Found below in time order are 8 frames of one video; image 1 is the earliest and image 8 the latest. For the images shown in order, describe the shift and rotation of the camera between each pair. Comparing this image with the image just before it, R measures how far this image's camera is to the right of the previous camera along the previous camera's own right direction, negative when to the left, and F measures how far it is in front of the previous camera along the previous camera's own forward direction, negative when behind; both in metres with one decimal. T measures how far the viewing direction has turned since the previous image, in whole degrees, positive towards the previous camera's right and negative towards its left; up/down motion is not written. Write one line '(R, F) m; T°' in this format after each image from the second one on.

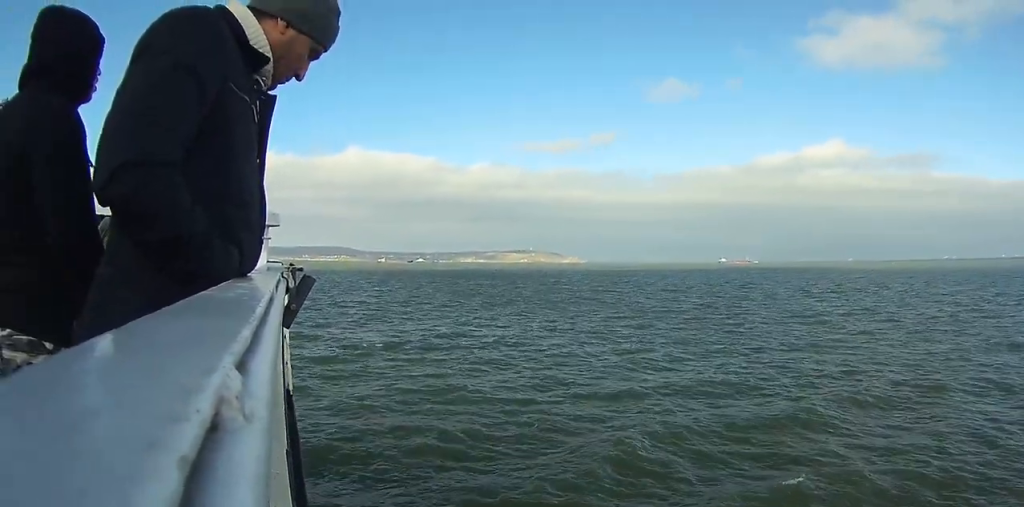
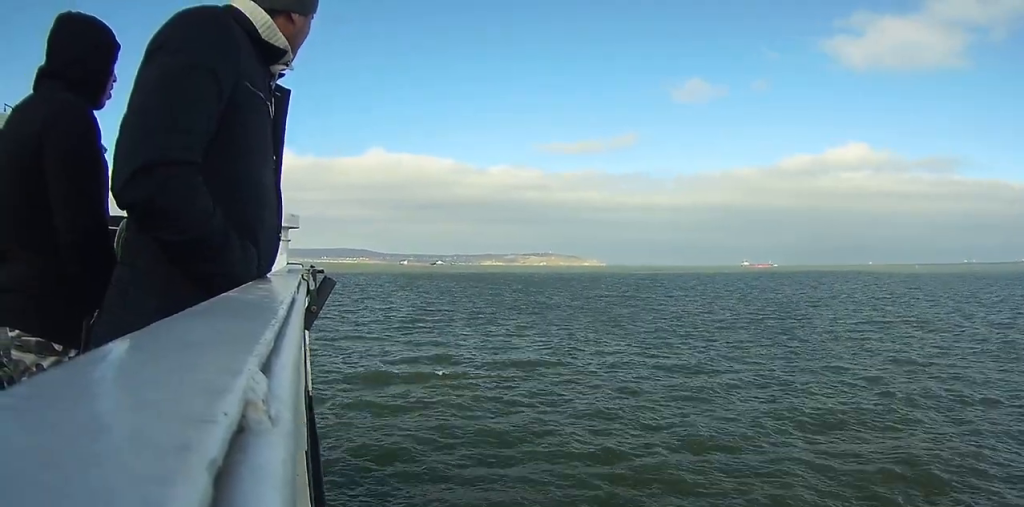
(+0.1, +8.1) m; +3°
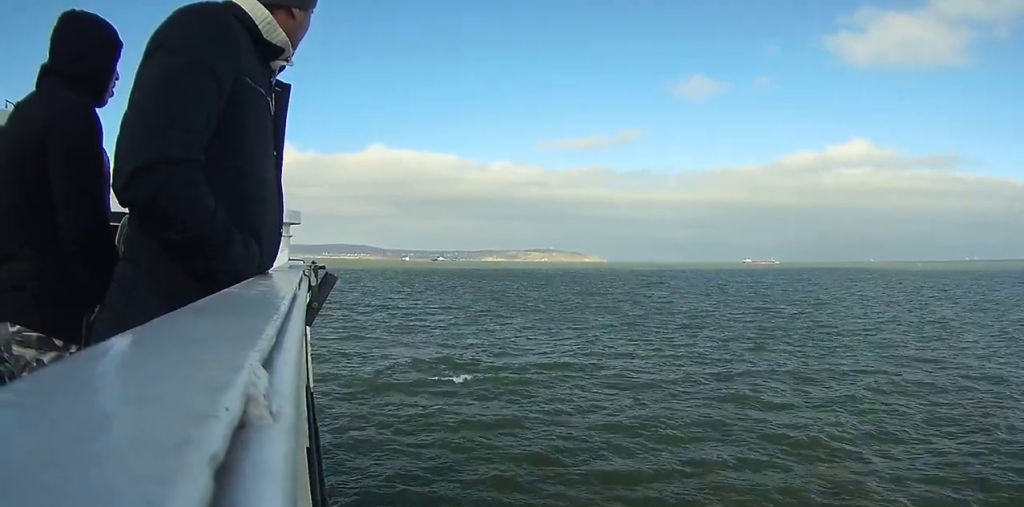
(0.0, +2.0) m; +1°
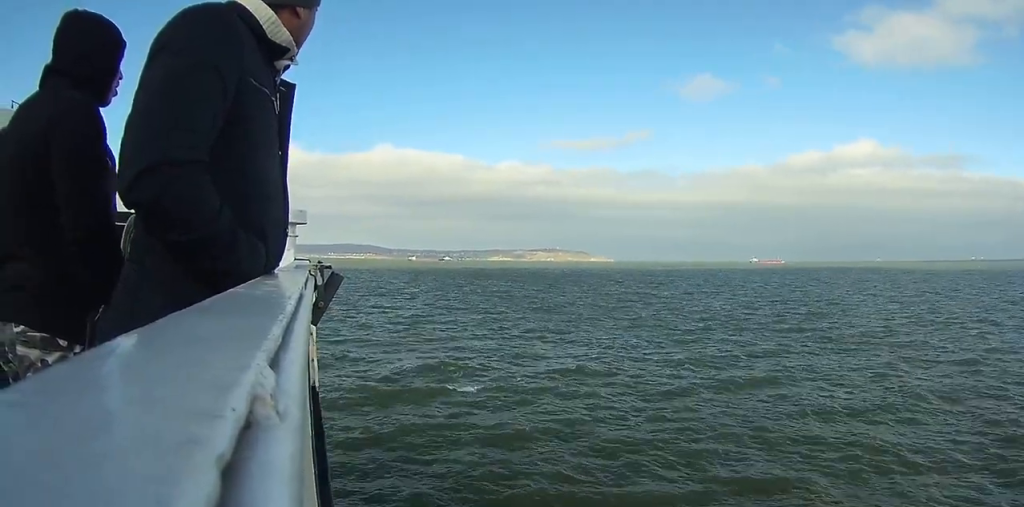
(0.0, +1.6) m; 0°
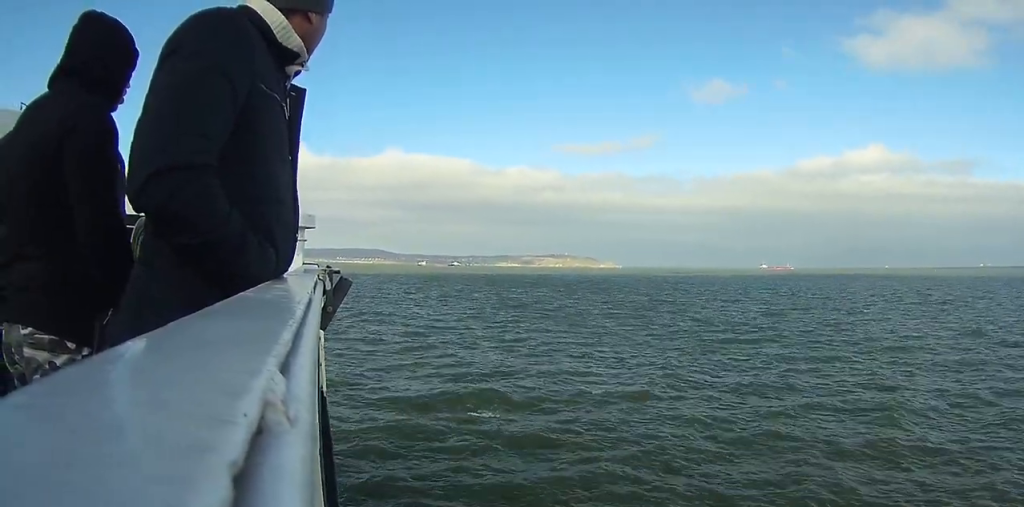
(0.0, +3.5) m; 0°
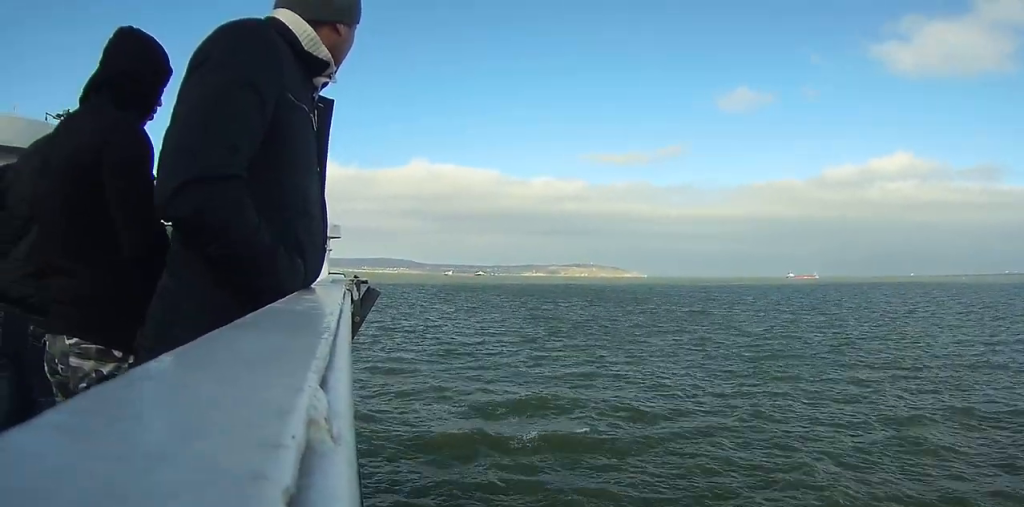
(0.0, +3.9) m; -1°
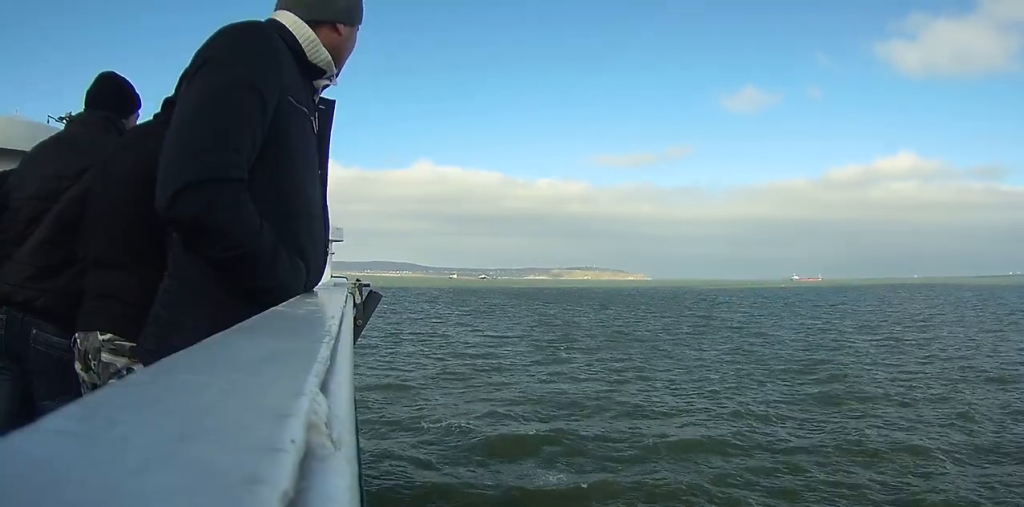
(-0.1, +3.7) m; -1°
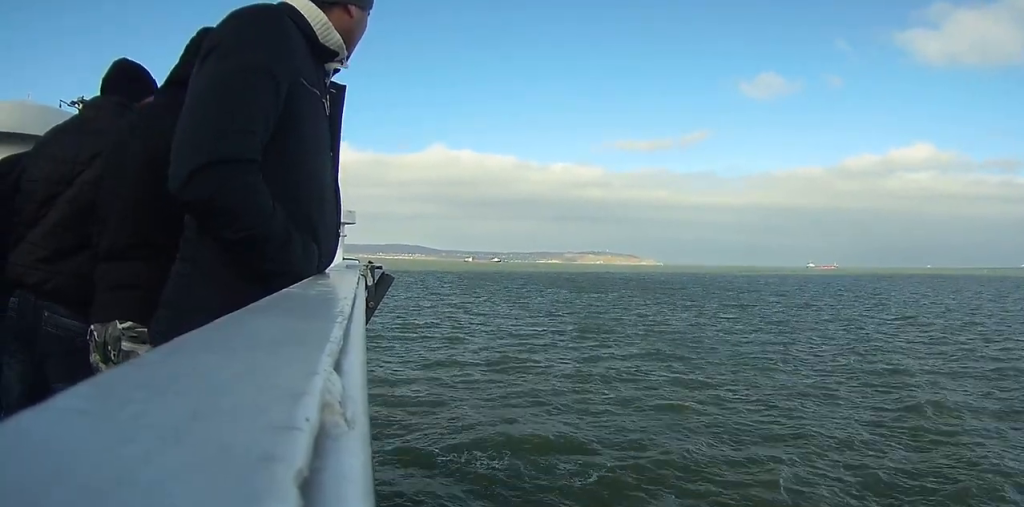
(+0.2, +7.7) m; +2°
